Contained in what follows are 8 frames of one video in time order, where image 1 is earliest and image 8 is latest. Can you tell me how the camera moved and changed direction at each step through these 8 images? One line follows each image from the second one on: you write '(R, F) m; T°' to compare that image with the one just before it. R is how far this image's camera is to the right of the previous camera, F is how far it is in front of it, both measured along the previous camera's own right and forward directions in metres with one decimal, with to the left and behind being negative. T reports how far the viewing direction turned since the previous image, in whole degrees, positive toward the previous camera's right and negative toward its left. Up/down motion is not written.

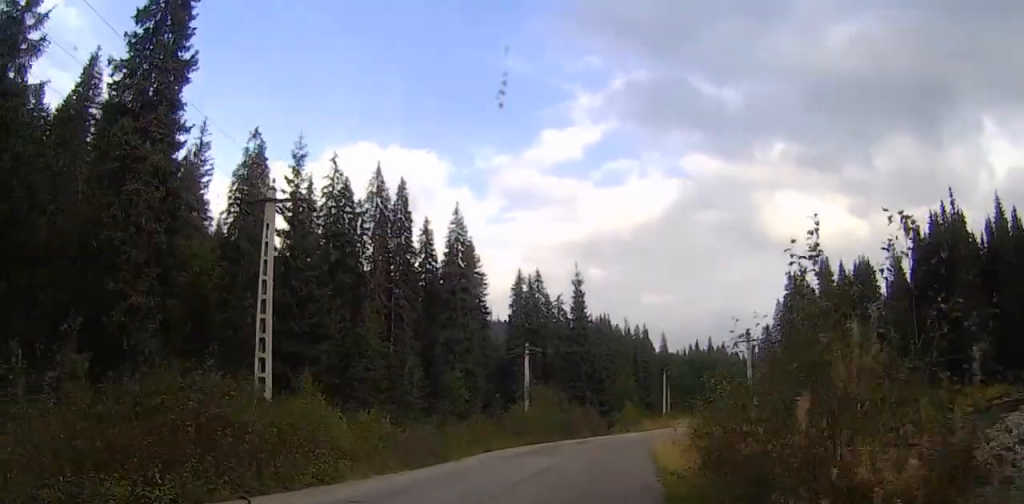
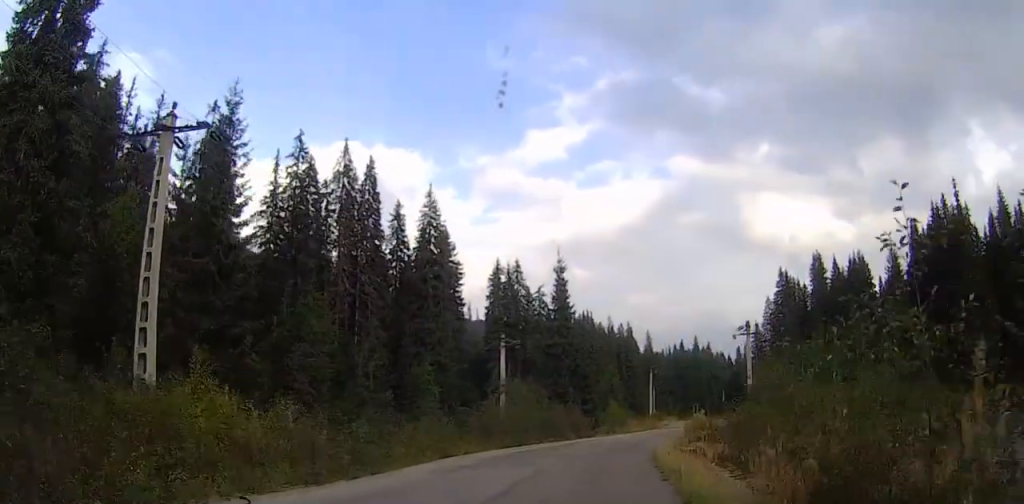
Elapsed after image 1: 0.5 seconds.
(+0.2, +7.0) m; +3°
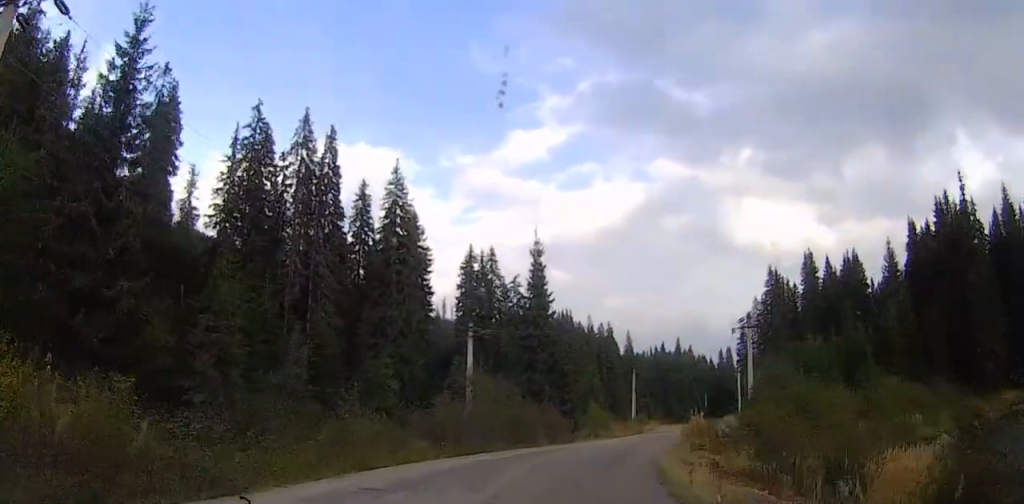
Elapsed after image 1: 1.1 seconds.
(+0.3, +8.0) m; +3°
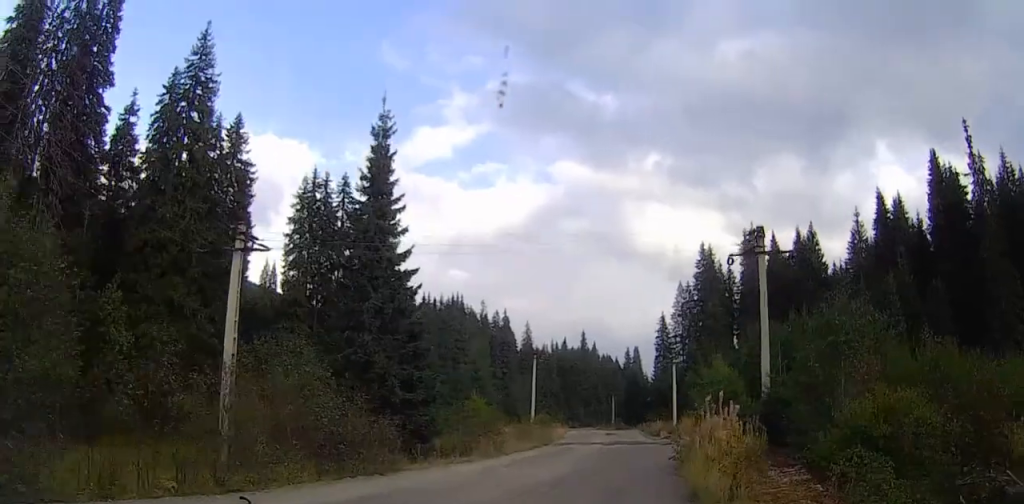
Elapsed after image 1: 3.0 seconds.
(+0.6, +26.8) m; -1°
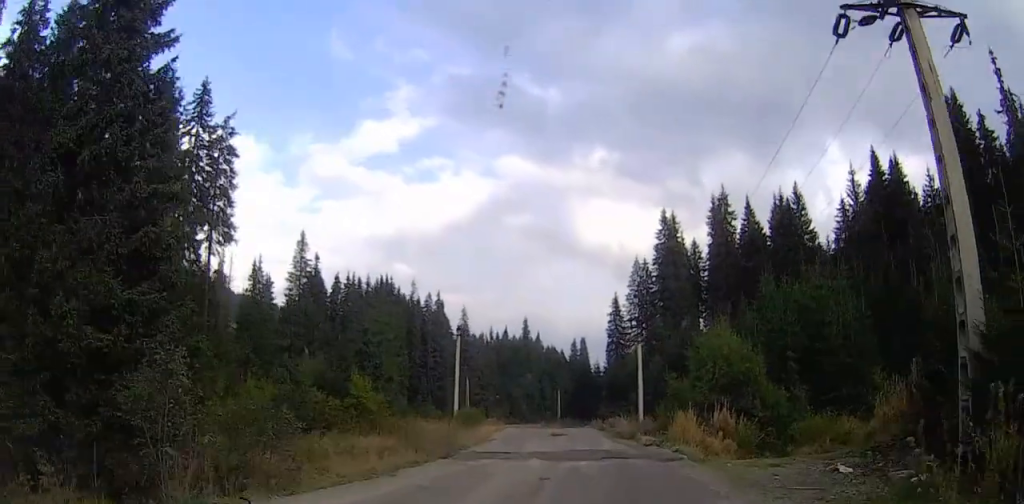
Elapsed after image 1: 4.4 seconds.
(+0.6, +17.8) m; +7°
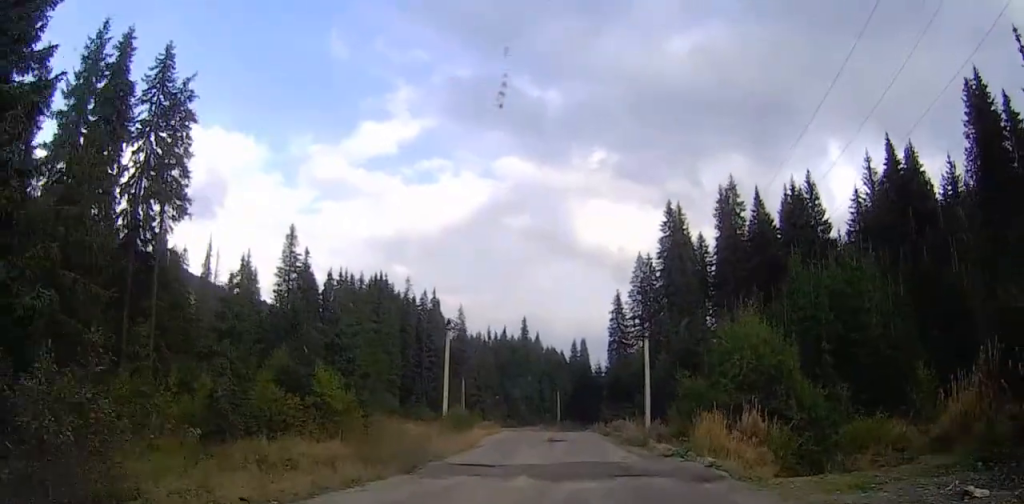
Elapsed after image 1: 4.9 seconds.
(+0.2, +5.5) m; +2°
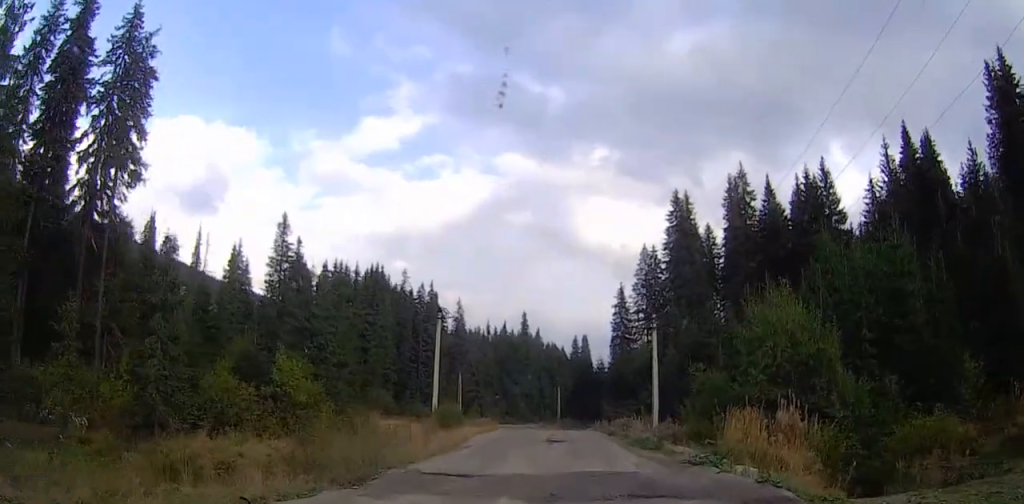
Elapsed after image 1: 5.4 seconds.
(0.0, +4.9) m; 0°
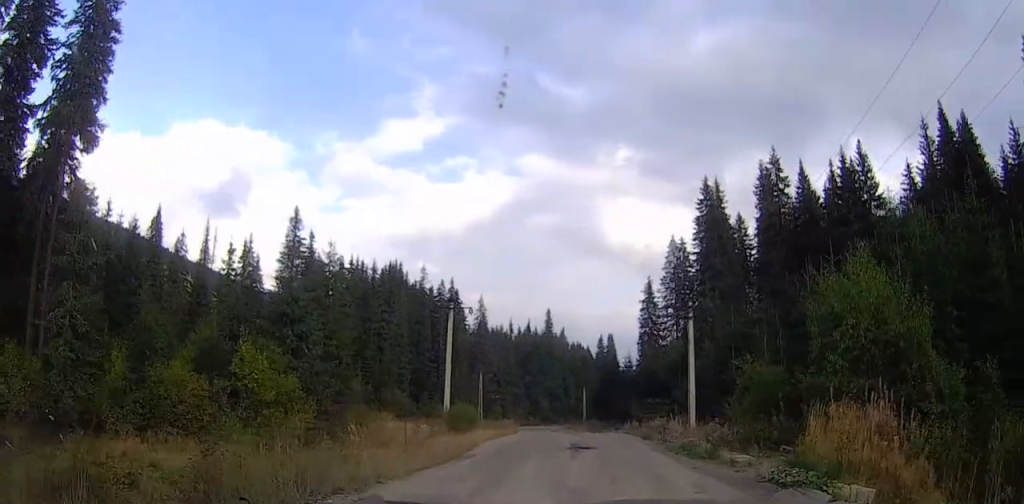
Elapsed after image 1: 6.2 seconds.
(0.0, +6.0) m; 0°
